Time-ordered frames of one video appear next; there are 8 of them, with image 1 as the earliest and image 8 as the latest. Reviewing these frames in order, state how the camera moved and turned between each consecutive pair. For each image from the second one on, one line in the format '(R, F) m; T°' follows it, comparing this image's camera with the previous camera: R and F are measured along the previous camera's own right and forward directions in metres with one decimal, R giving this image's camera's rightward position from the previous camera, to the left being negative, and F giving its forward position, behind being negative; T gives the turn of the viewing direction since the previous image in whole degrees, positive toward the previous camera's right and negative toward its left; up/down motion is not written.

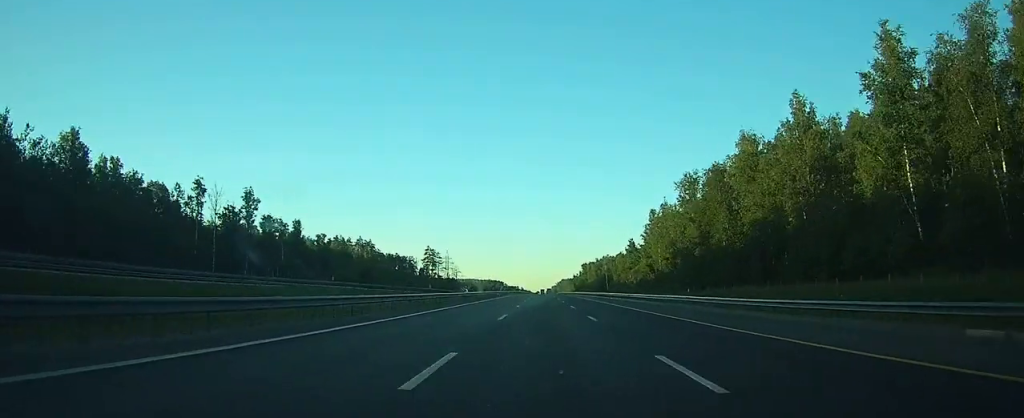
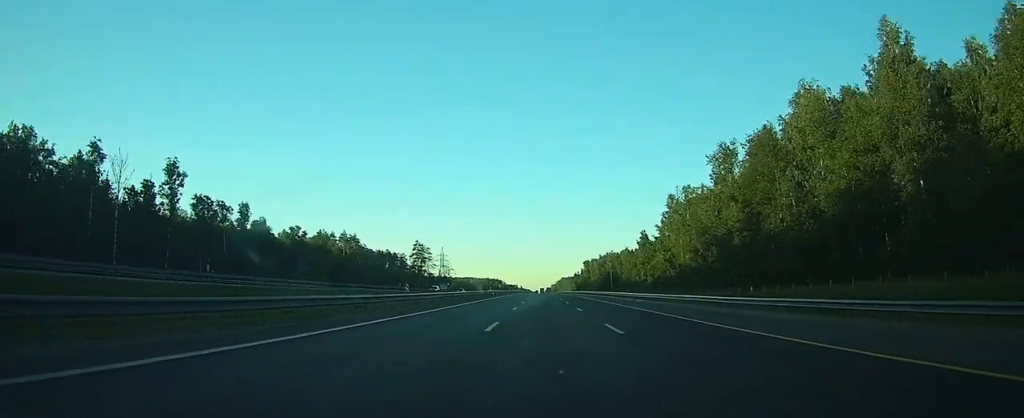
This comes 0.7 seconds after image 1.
(0.0, +22.6) m; 0°
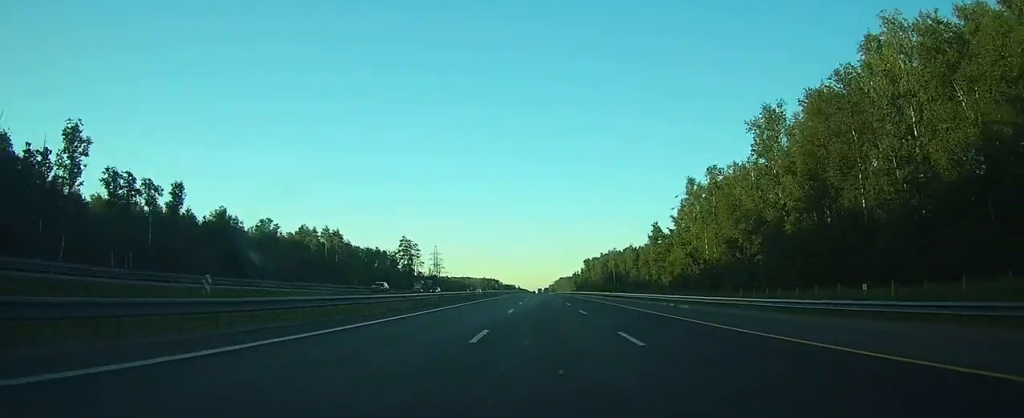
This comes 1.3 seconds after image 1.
(0.0, +19.3) m; 0°
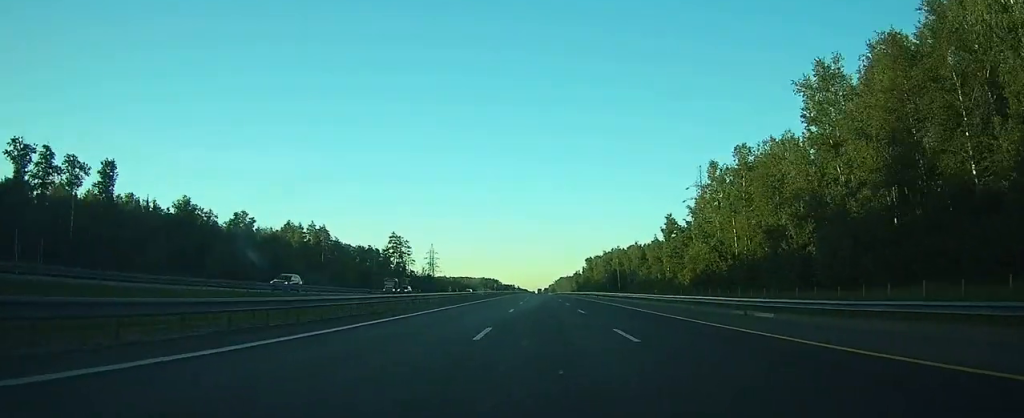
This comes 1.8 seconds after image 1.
(0.0, +15.0) m; 0°
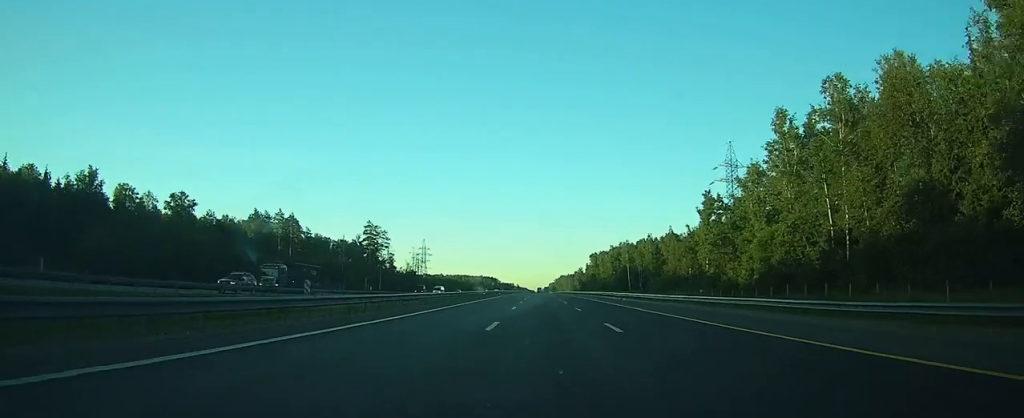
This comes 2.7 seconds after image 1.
(0.0, +29.0) m; 0°
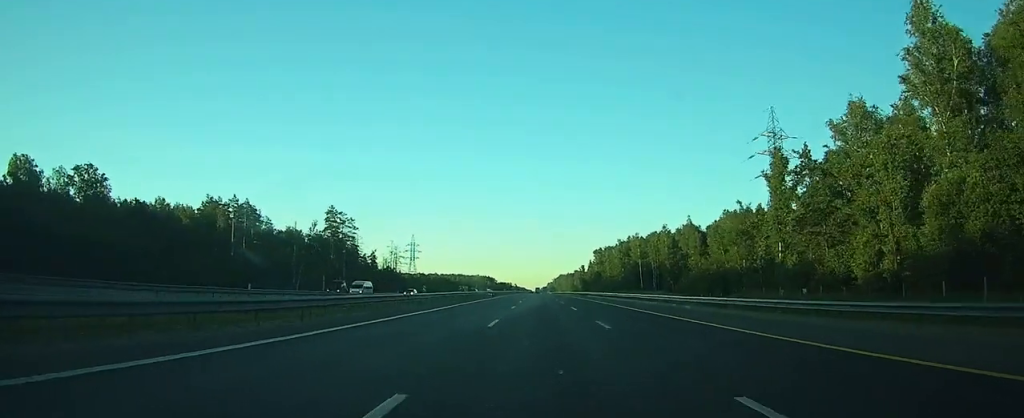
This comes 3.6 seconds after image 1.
(+0.1, +30.1) m; 0°
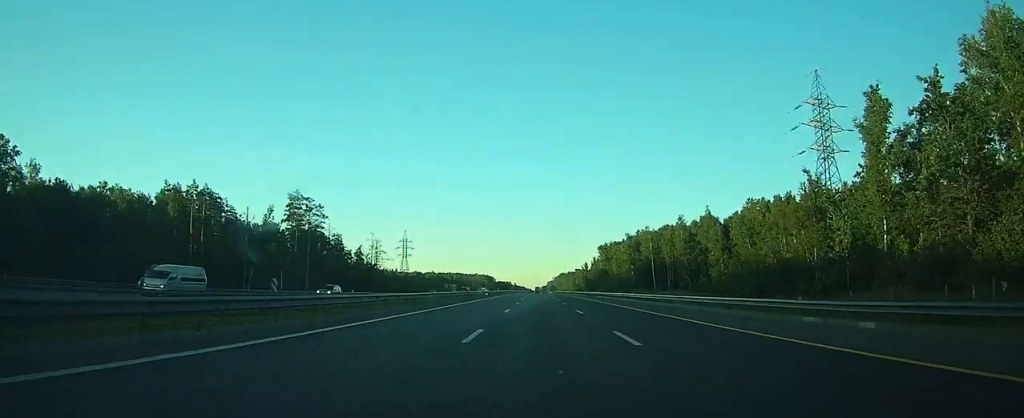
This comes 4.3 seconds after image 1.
(0.0, +21.5) m; 0°
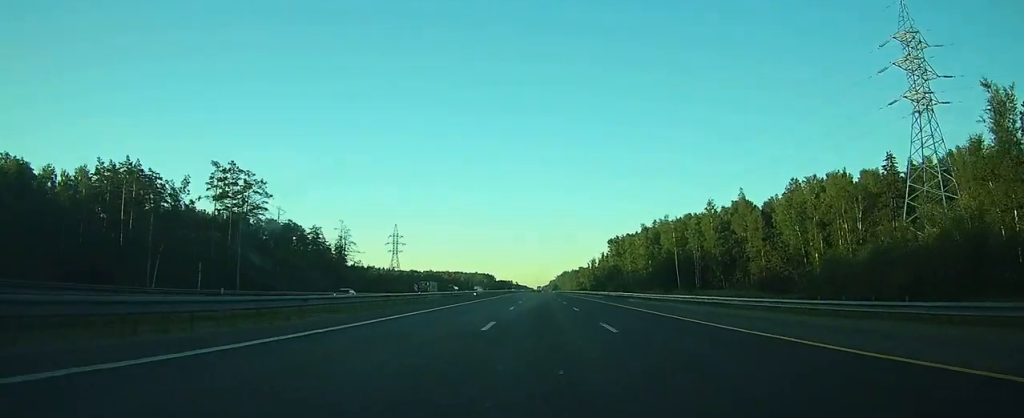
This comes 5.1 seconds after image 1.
(0.0, +28.0) m; 0°
